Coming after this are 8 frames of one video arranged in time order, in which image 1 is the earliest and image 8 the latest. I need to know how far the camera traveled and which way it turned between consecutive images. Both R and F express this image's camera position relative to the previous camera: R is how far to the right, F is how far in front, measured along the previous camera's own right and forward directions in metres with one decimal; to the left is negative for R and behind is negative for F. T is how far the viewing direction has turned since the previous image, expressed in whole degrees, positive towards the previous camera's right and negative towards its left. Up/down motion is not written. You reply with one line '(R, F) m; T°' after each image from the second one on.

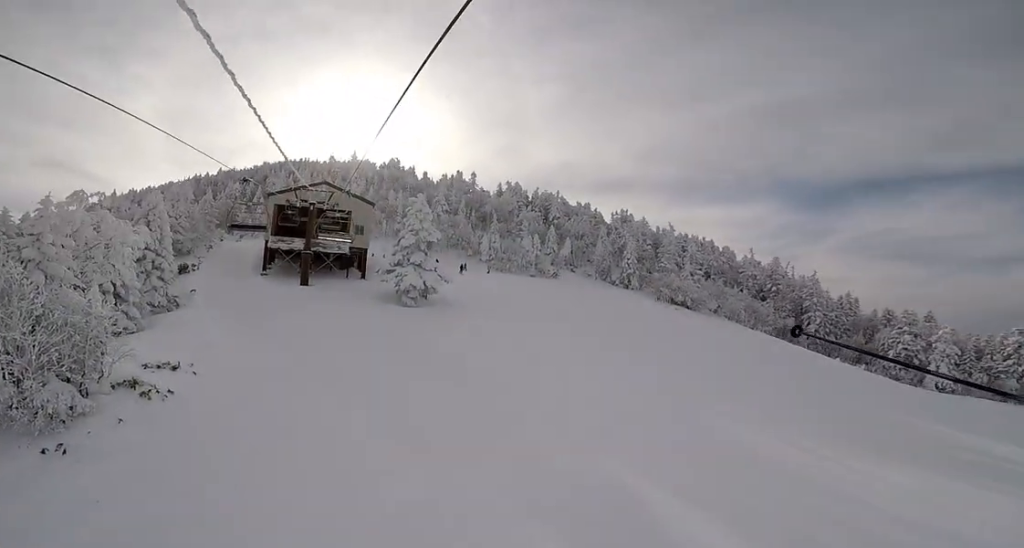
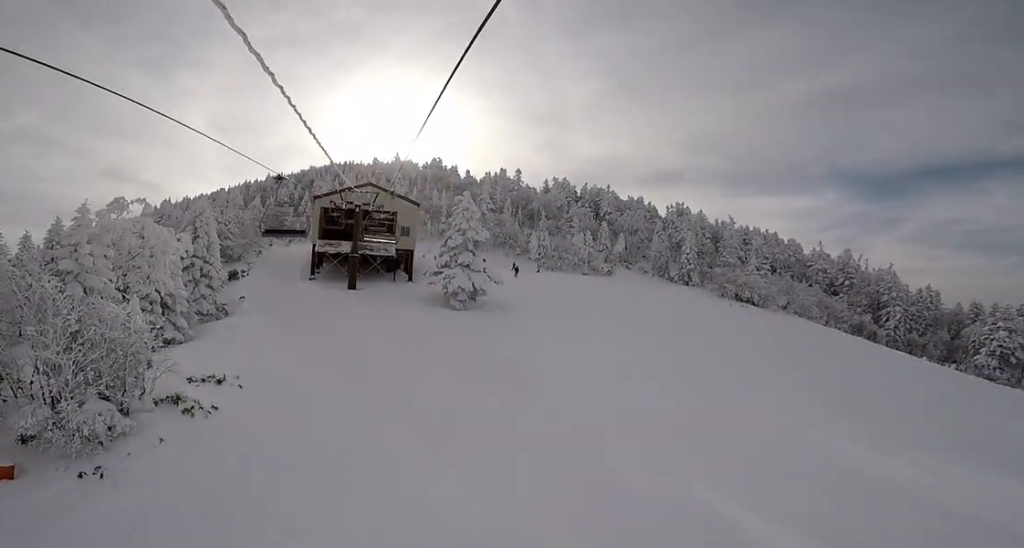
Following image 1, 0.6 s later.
(0.0, +1.9) m; 0°
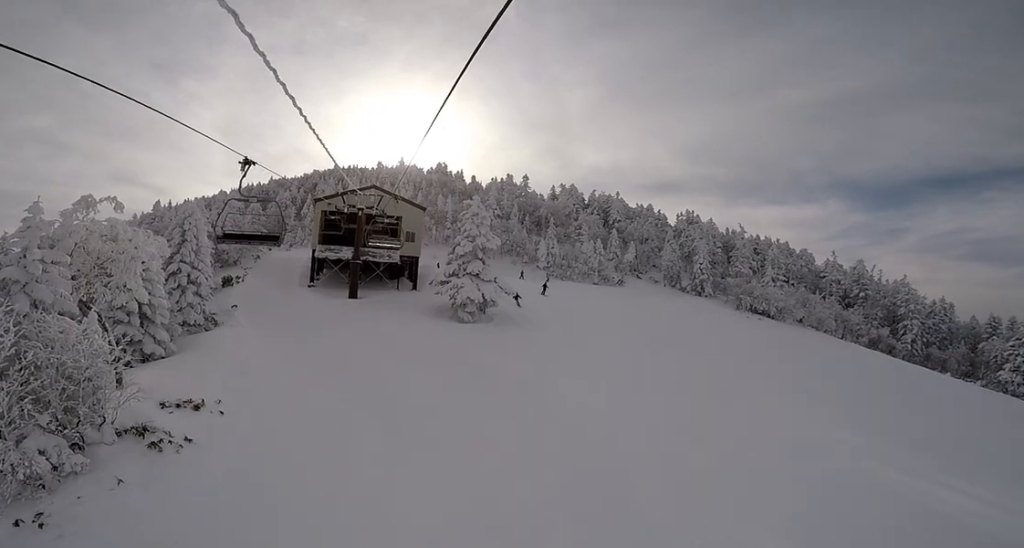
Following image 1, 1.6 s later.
(0.0, +3.1) m; 0°
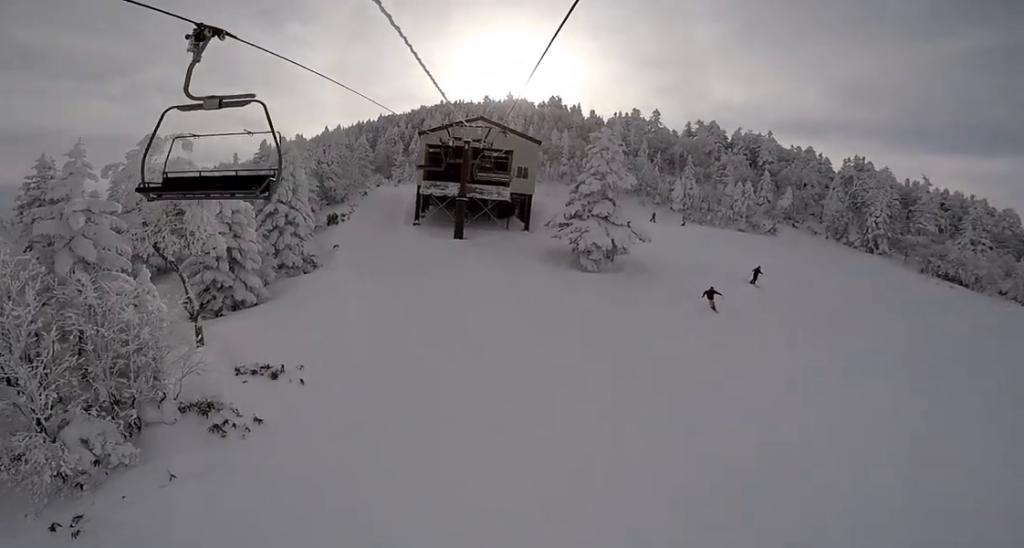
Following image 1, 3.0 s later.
(0.0, +4.1) m; 0°
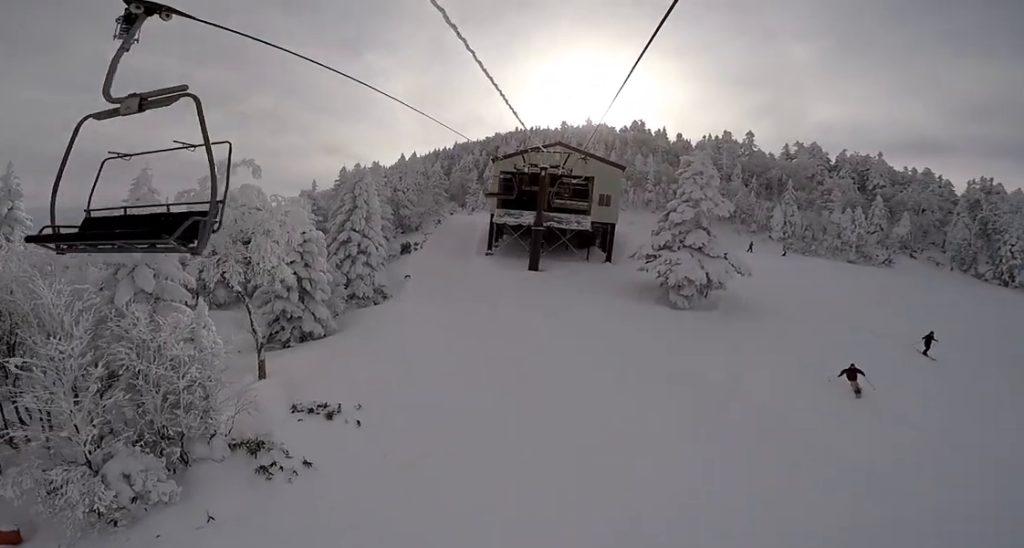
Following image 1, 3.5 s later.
(0.0, +1.4) m; 0°
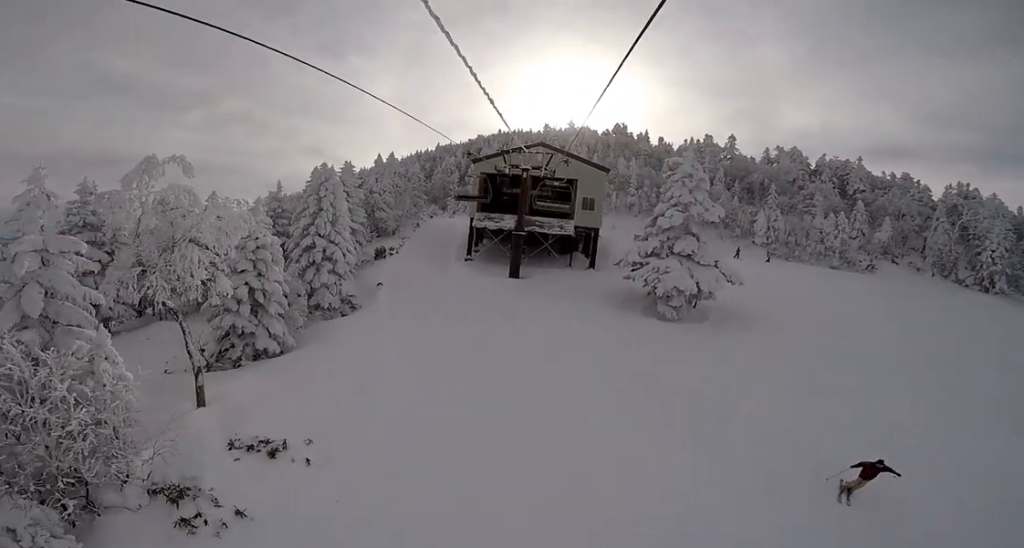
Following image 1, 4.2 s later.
(0.0, +2.5) m; 0°
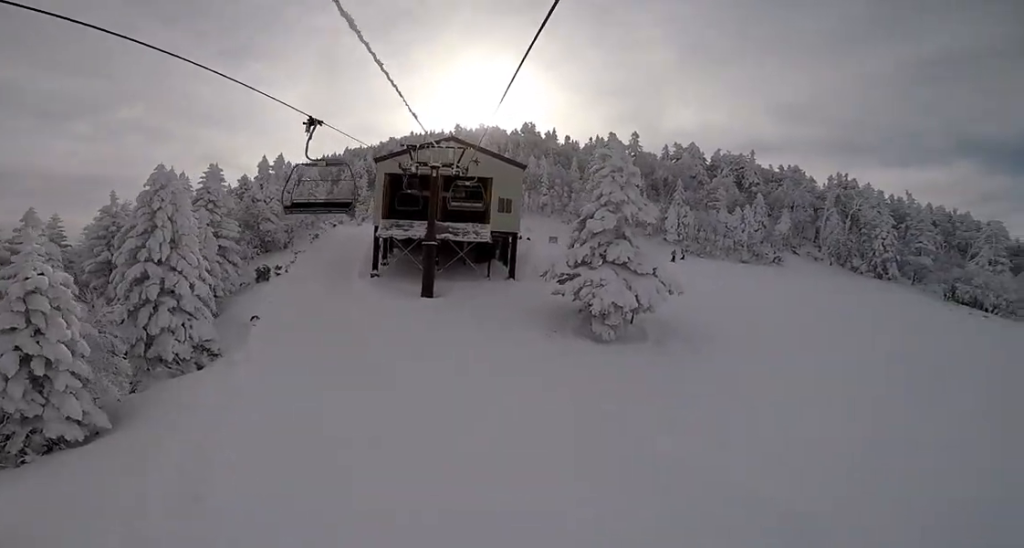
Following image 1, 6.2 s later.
(+1.5, +6.0) m; +3°
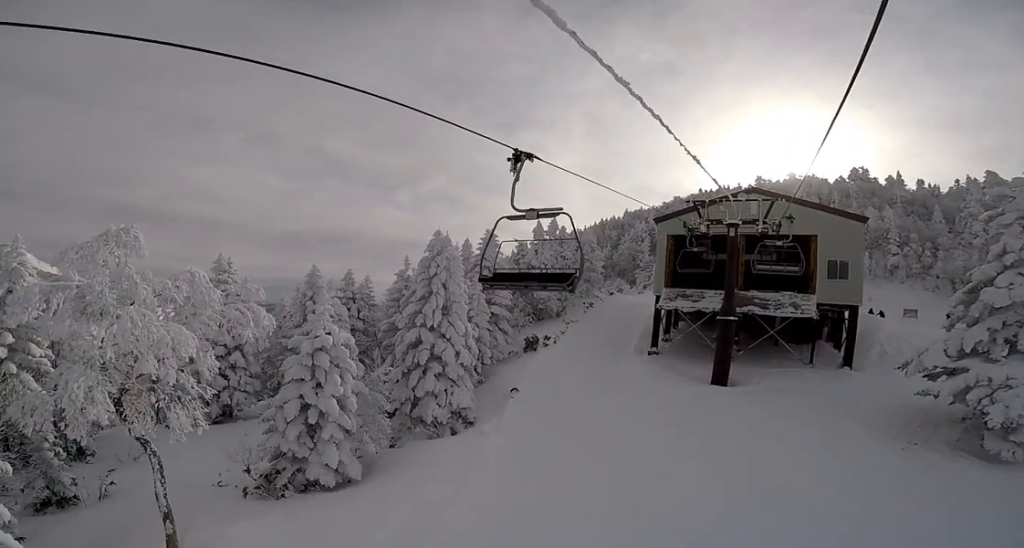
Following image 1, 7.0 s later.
(-0.9, +1.7) m; -14°
